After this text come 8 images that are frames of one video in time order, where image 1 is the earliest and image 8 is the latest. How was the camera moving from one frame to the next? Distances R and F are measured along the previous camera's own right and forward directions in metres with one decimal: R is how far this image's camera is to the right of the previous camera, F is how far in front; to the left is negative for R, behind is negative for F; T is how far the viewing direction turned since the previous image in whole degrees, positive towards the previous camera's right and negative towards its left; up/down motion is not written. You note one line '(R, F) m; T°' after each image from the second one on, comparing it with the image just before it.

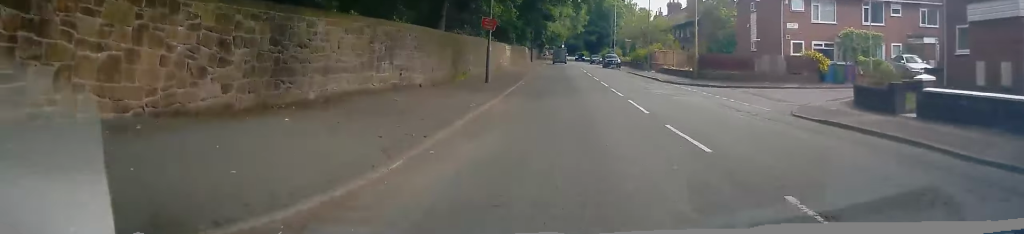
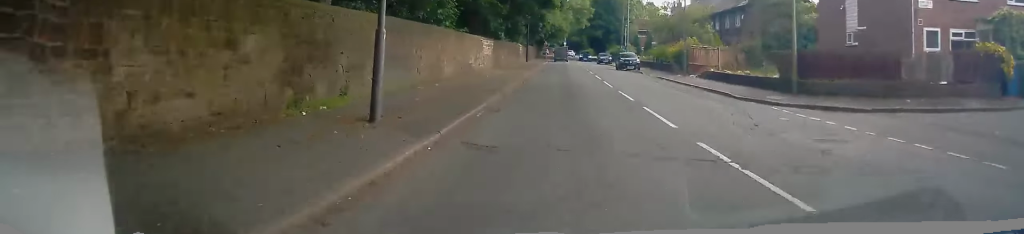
(+0.1, +14.2) m; +1°
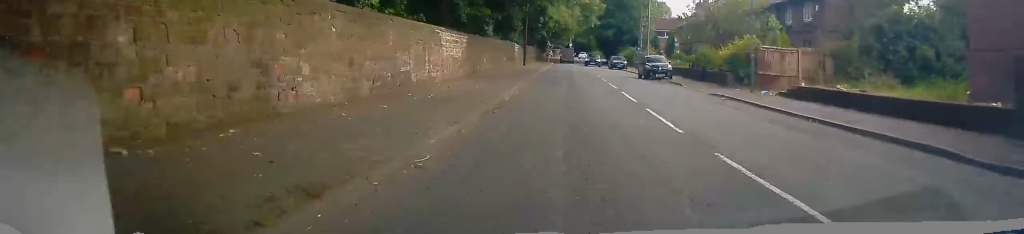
(0.0, +12.5) m; -2°
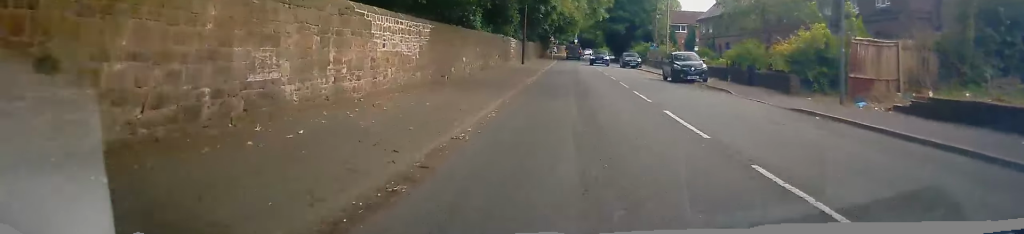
(-0.4, +8.1) m; -1°
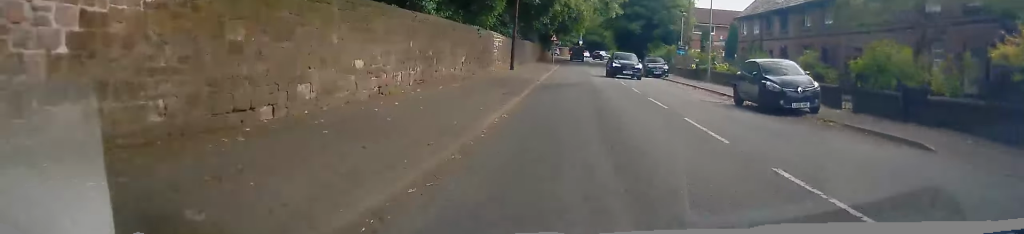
(+0.4, +12.9) m; +3°
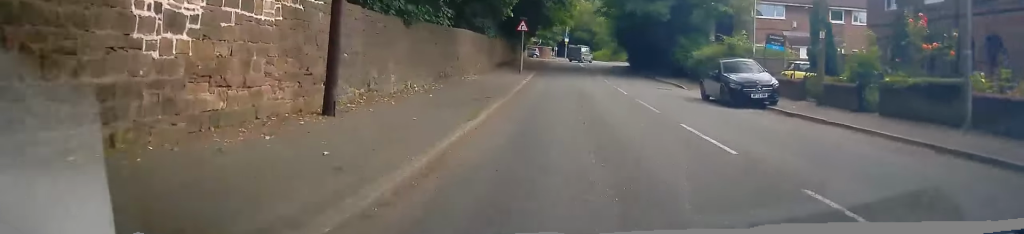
(-0.1, +24.6) m; -1°
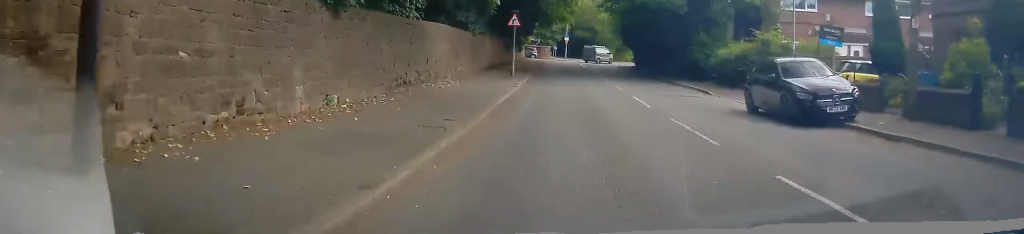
(-0.1, +5.3) m; +1°
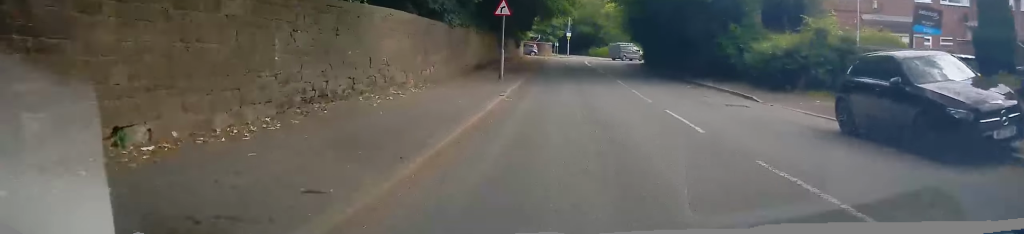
(+0.1, +5.7) m; 0°
